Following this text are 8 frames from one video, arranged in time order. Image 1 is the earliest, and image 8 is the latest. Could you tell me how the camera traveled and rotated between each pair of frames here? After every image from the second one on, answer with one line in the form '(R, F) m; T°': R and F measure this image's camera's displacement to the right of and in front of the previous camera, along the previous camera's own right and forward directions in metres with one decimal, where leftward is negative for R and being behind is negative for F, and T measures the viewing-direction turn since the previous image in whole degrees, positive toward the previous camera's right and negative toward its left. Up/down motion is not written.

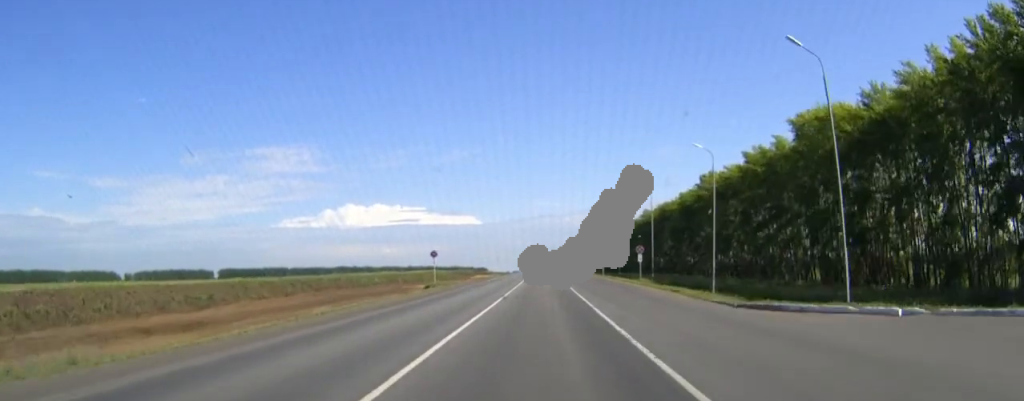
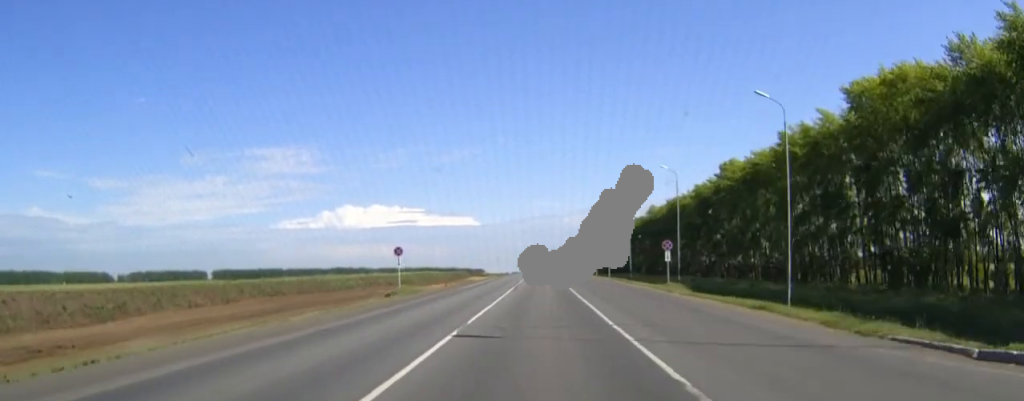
(0.0, +16.3) m; 0°
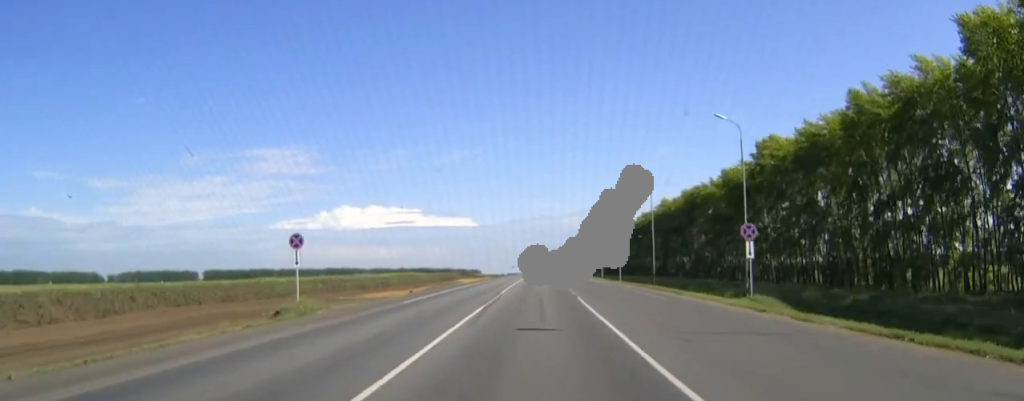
(0.0, +21.9) m; 0°
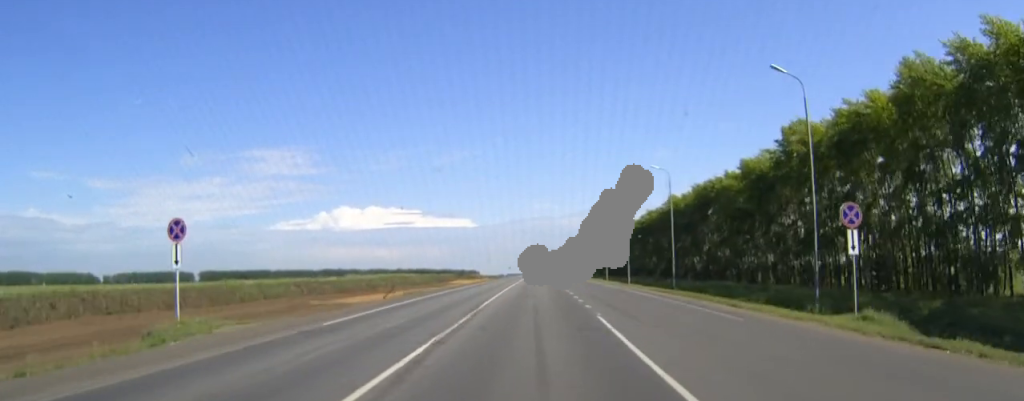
(0.0, +11.0) m; 0°
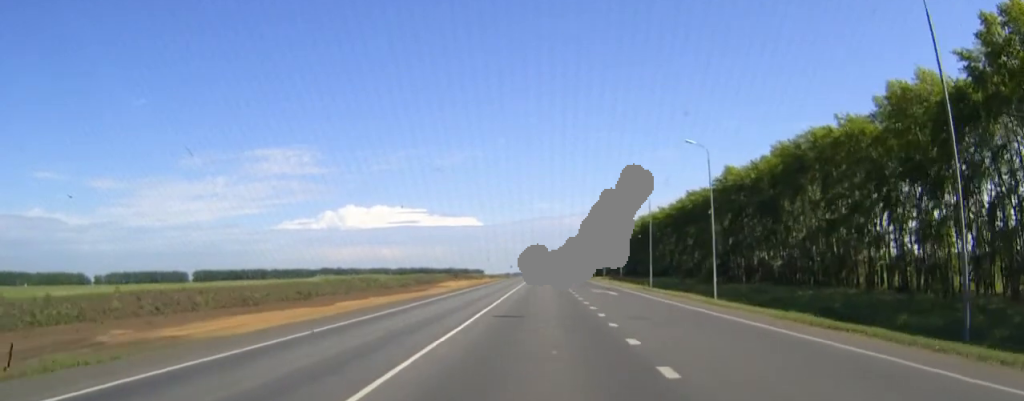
(-0.1, +43.0) m; 0°
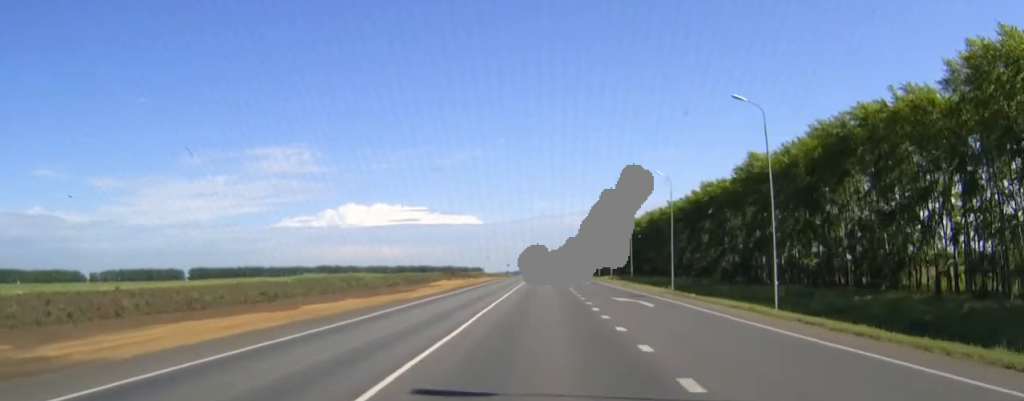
(0.0, +12.9) m; 0°
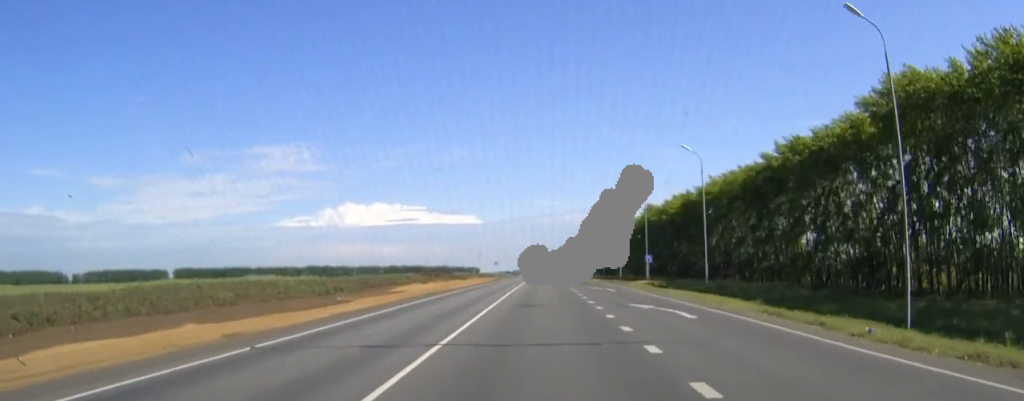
(0.0, +45.1) m; 0°
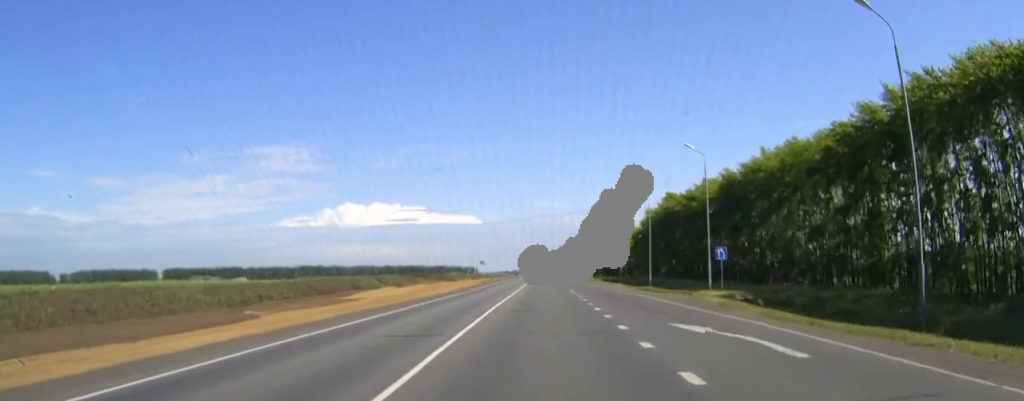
(0.0, +30.8) m; 0°
